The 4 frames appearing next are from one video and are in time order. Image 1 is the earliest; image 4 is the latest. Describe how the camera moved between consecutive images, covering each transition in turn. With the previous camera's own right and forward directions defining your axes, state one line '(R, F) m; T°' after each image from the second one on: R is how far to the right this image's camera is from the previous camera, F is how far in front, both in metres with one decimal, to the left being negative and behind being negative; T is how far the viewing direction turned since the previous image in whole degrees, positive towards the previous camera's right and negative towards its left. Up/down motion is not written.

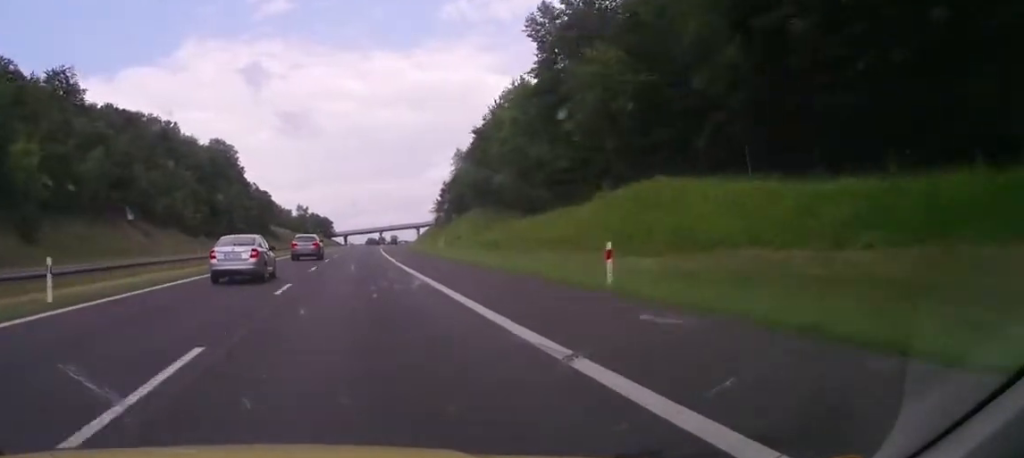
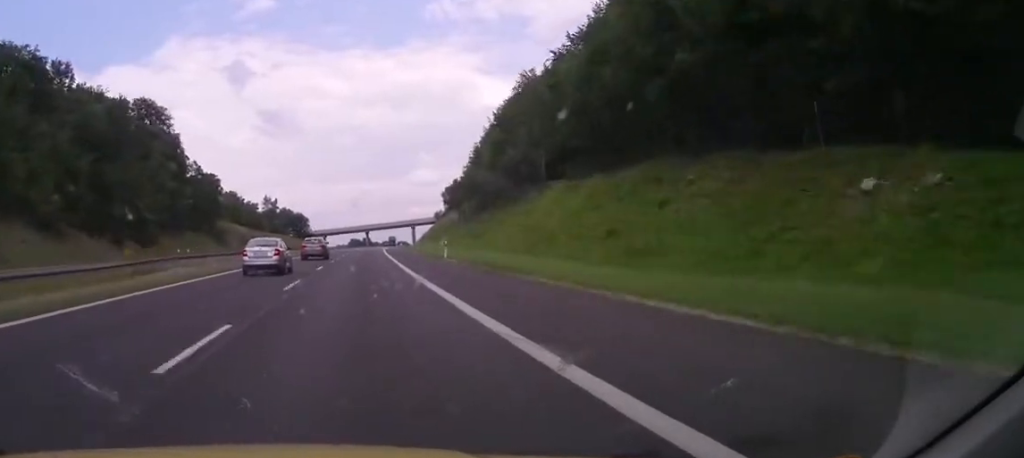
(+3.0, +69.6) m; +3°
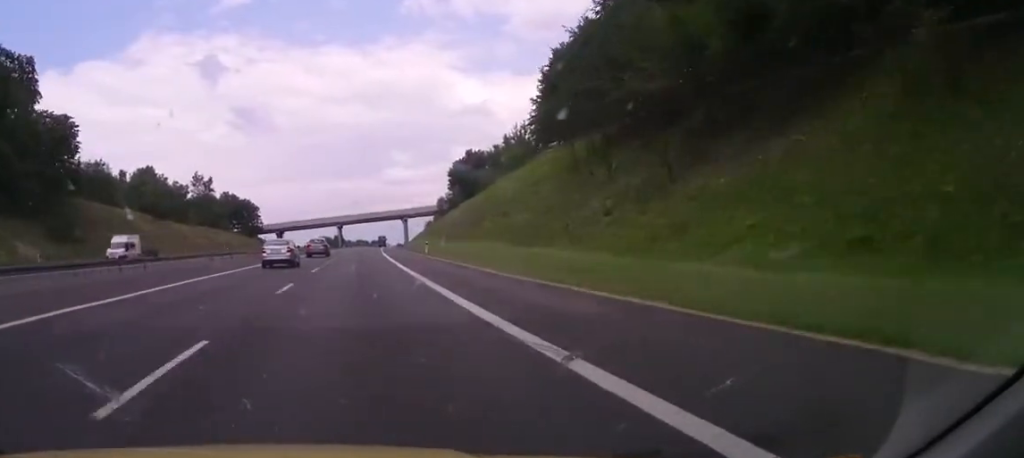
(+0.4, +86.2) m; +1°
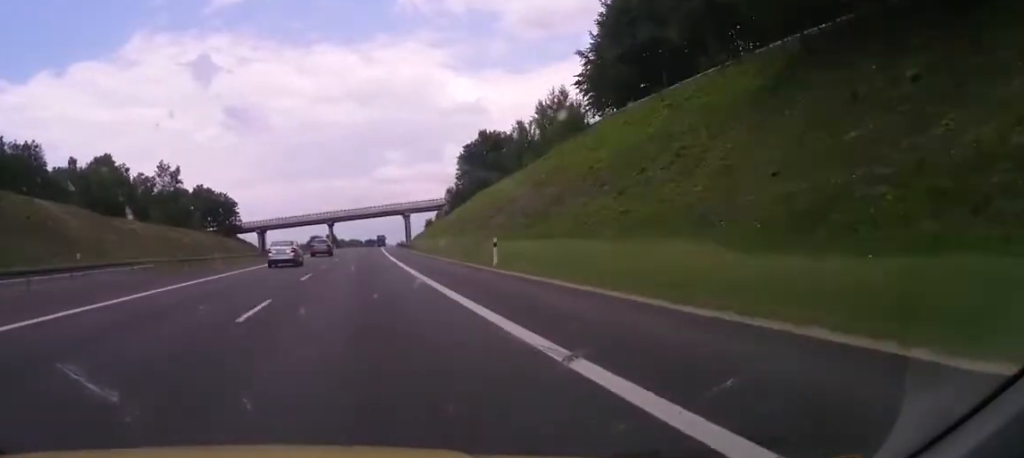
(+0.5, +30.6) m; +1°
